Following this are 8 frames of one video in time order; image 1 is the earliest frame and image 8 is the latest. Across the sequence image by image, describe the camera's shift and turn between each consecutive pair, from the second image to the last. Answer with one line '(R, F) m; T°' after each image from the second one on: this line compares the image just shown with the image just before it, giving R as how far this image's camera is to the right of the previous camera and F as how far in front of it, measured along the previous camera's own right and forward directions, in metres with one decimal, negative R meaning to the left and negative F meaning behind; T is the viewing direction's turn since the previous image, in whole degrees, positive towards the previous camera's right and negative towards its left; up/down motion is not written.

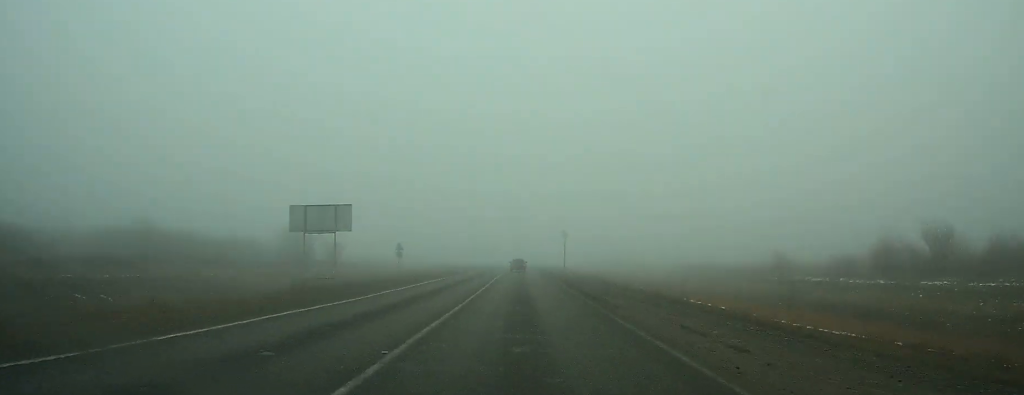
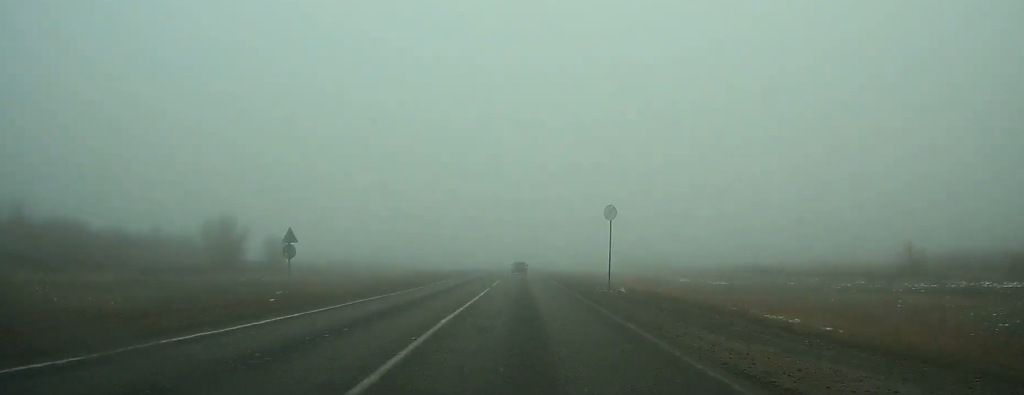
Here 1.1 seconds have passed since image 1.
(0.0, +25.1) m; 0°
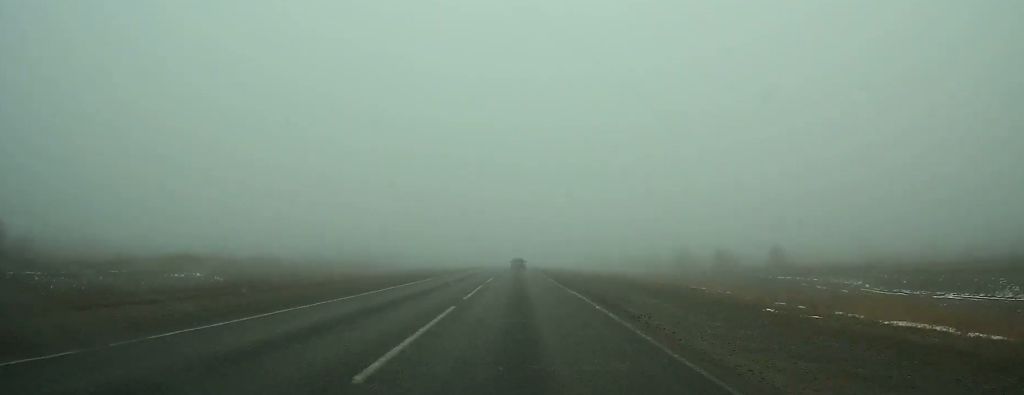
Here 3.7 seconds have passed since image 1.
(-0.1, +55.3) m; 0°
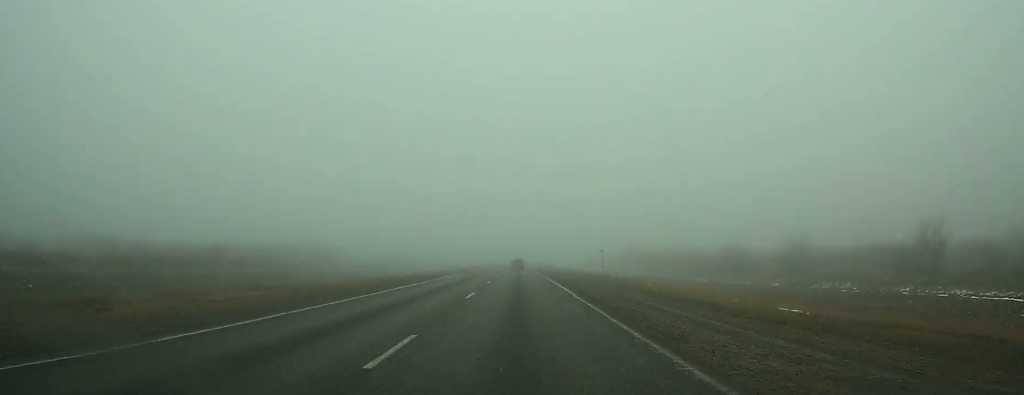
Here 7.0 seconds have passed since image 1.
(+0.2, +81.6) m; 0°
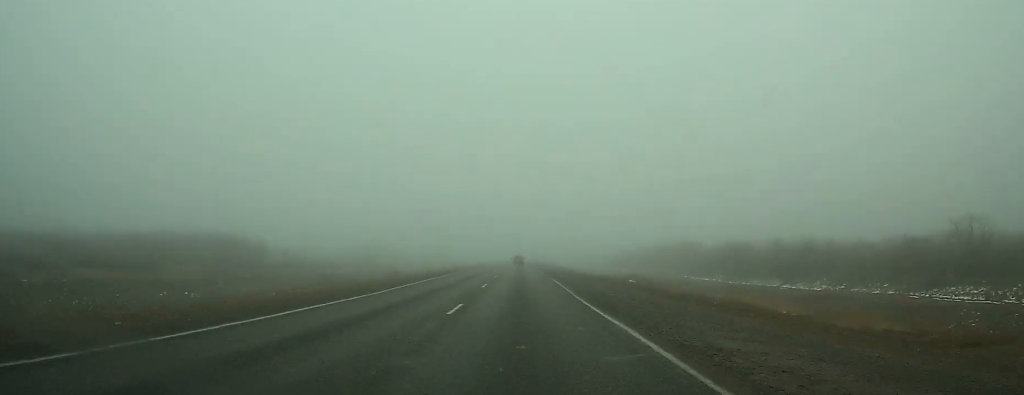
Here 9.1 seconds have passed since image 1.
(0.0, +54.1) m; 0°
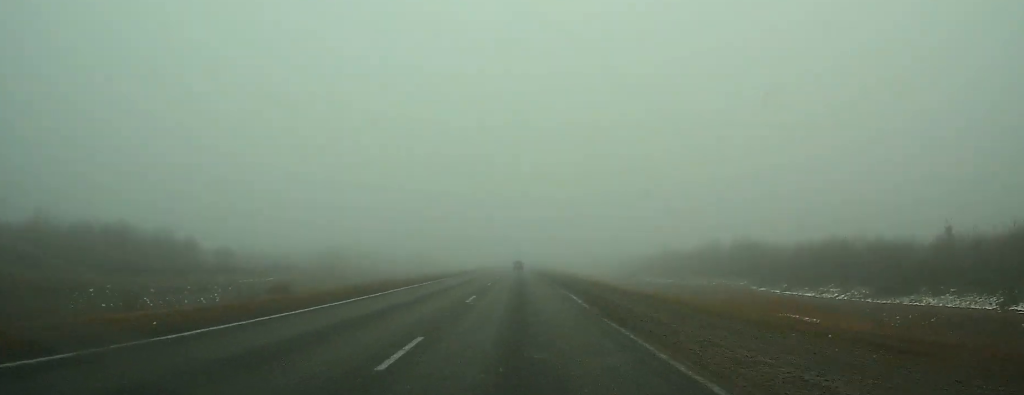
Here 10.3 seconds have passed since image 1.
(0.0, +32.0) m; 0°
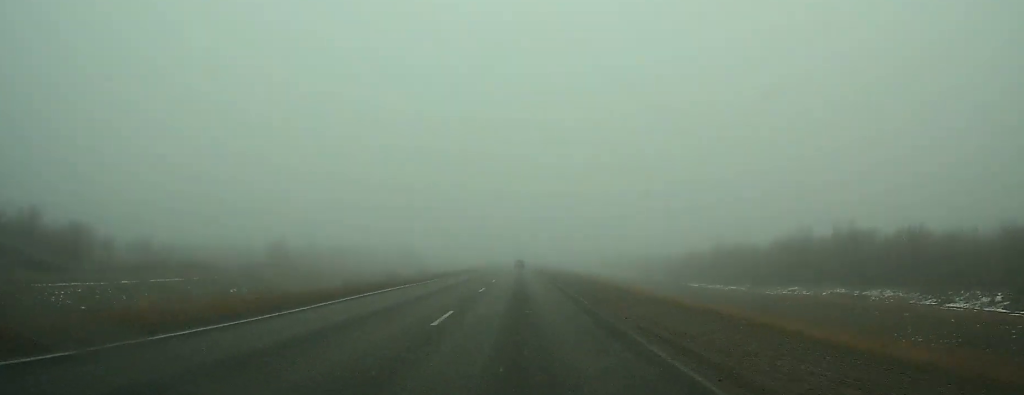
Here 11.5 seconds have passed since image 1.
(-0.1, +33.4) m; 0°
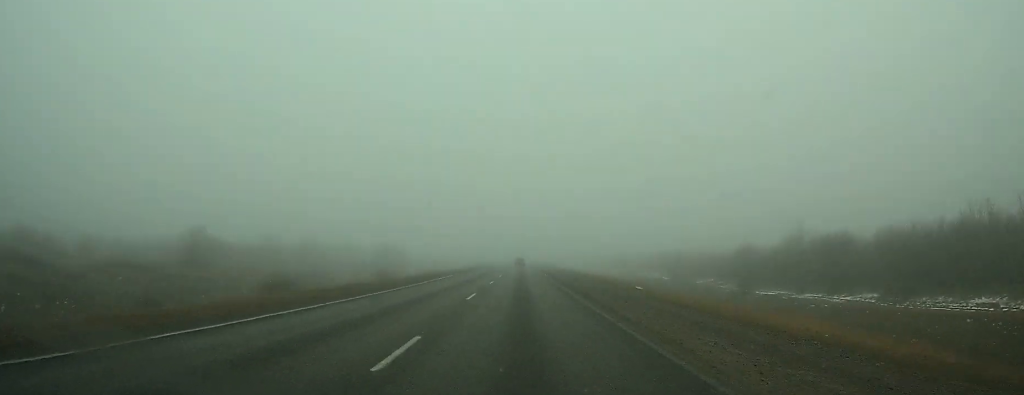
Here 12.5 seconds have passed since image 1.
(0.0, +29.8) m; 0°
